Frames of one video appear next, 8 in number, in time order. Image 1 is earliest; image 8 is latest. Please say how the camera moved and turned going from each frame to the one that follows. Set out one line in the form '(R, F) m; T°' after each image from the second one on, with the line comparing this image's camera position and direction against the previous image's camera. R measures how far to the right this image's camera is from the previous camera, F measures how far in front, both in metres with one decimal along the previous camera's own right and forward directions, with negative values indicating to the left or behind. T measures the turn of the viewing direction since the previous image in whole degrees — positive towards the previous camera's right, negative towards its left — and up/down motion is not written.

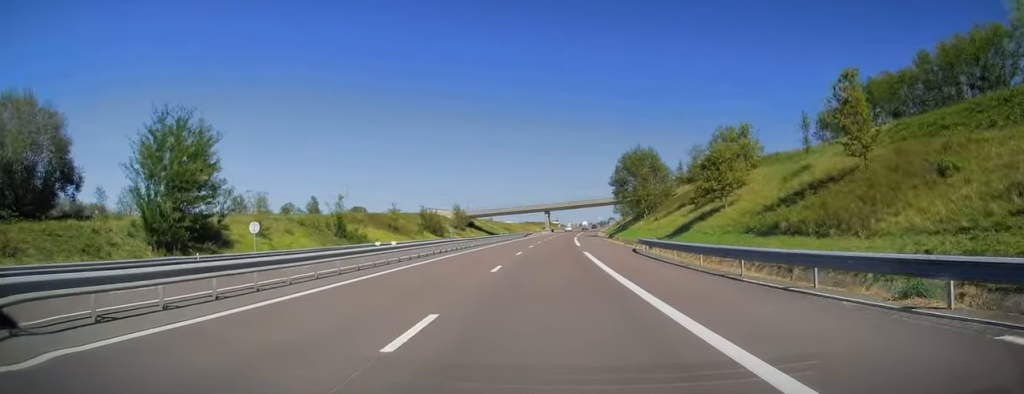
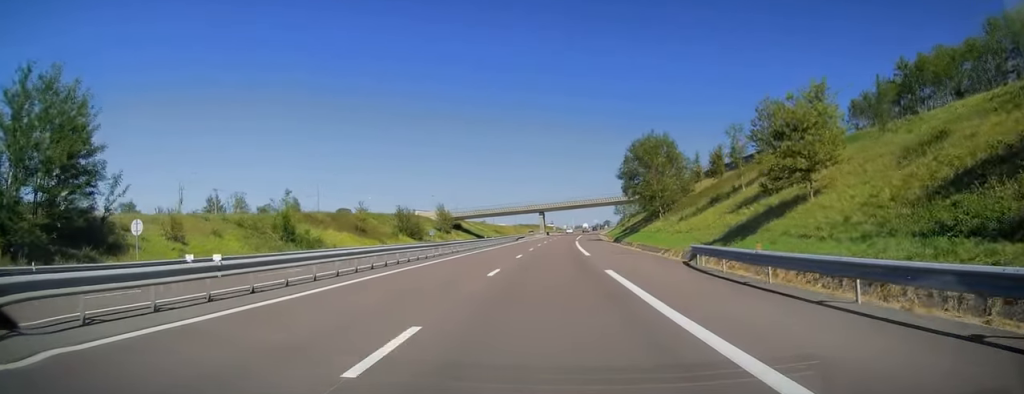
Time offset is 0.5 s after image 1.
(0.0, +14.1) m; +1°
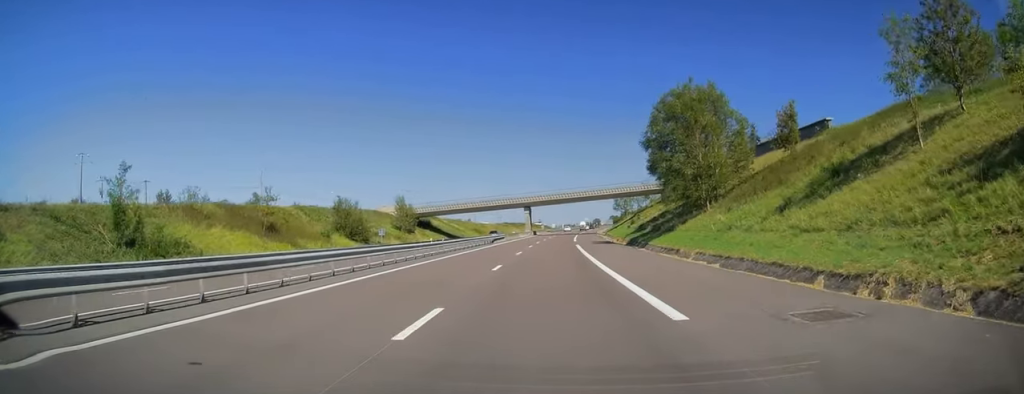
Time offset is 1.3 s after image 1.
(+0.7, +23.9) m; +1°
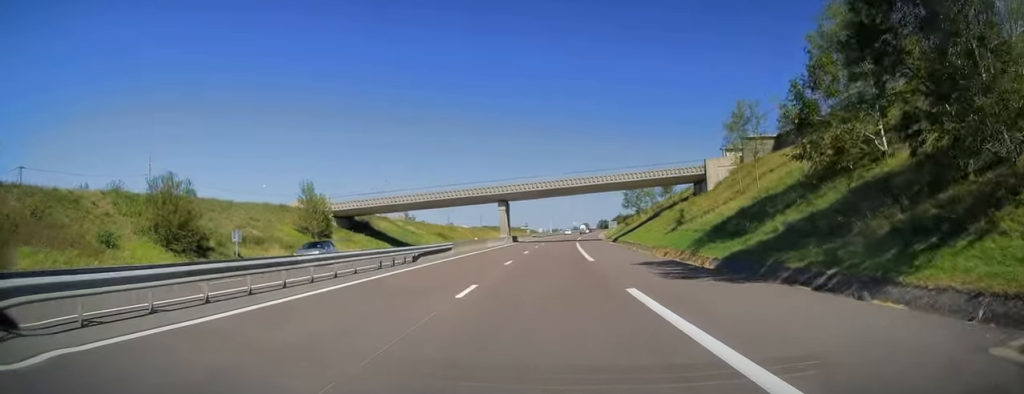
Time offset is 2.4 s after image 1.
(-0.2, +33.6) m; +1°
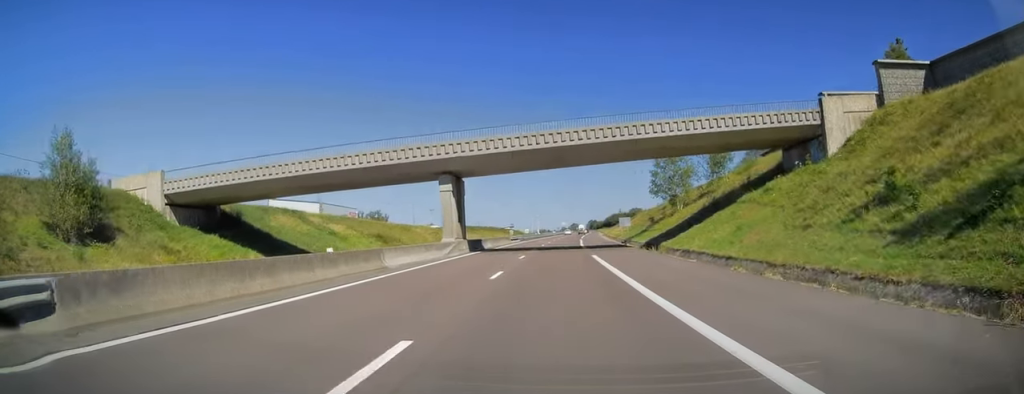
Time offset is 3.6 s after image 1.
(+1.0, +34.1) m; +2°
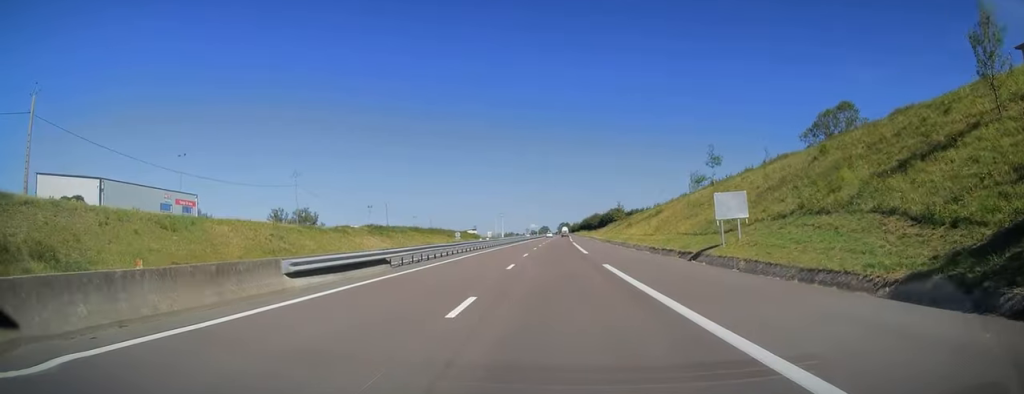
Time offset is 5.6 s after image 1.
(+1.3, +59.4) m; +3°
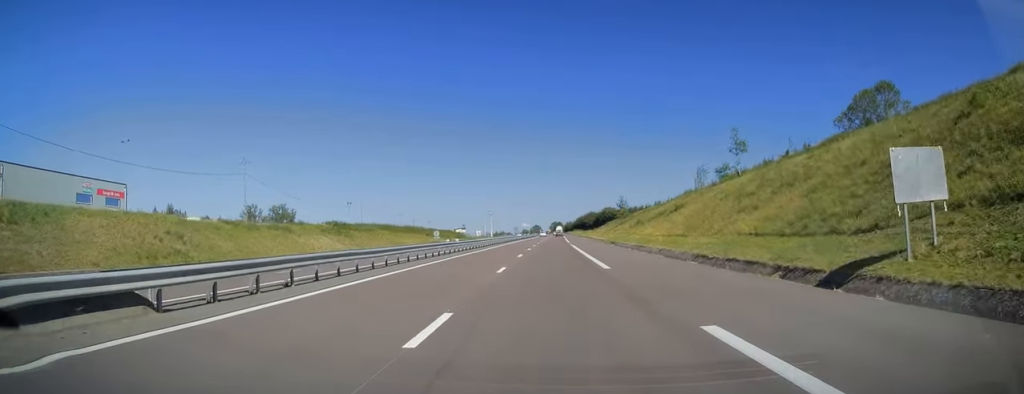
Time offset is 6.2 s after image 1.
(+0.2, +15.6) m; 0°
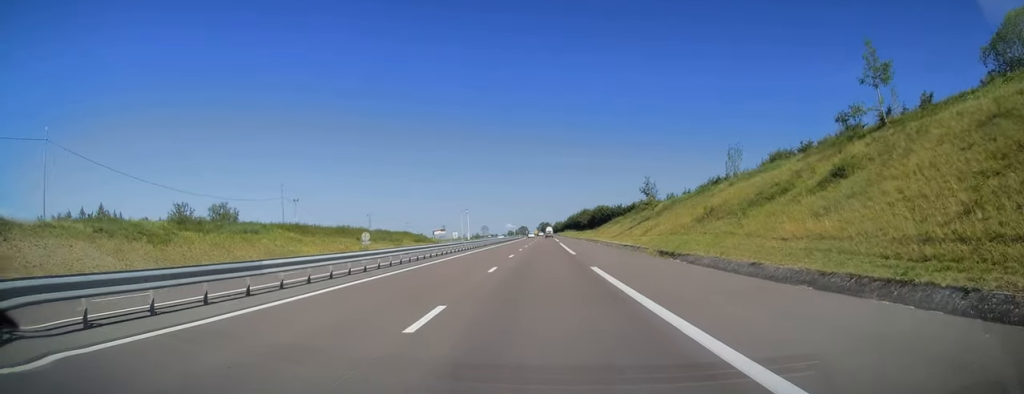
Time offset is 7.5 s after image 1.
(+0.2, +37.6) m; +1°
